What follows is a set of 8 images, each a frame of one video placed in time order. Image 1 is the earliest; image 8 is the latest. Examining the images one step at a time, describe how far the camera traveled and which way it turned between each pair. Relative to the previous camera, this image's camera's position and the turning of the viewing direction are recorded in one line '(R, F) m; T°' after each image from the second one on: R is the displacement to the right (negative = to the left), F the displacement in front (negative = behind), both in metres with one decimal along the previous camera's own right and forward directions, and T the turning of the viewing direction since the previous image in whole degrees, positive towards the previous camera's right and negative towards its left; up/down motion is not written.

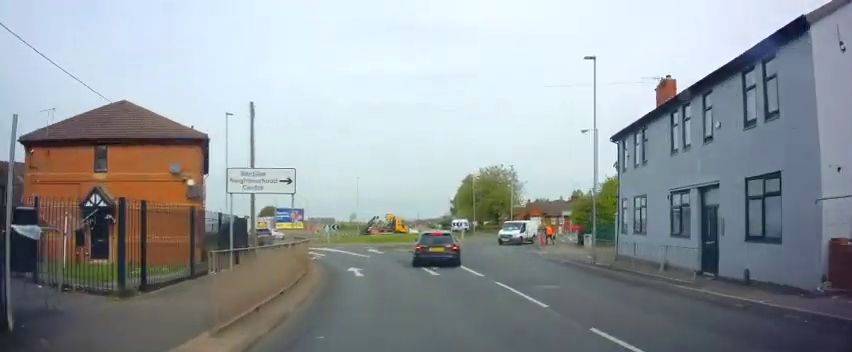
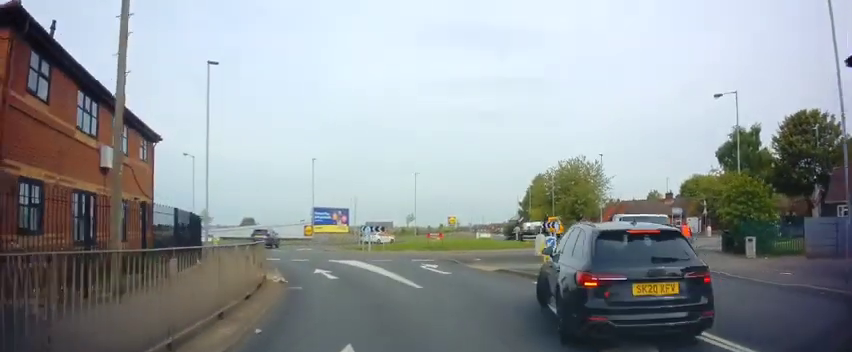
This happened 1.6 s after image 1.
(-0.7, +14.4) m; -7°
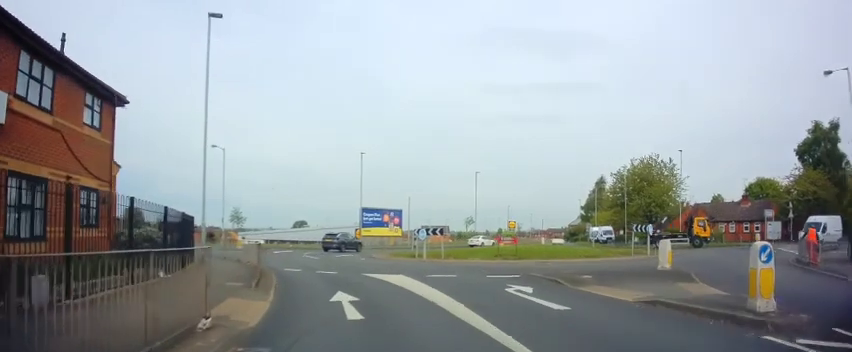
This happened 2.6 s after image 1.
(-0.3, +7.0) m; -6°
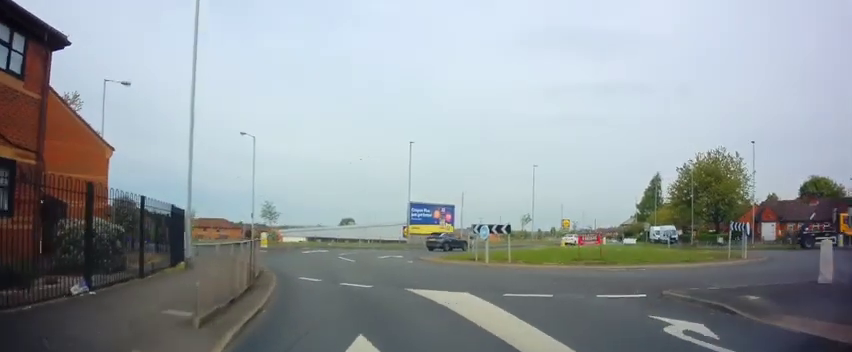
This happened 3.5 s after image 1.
(-0.3, +5.7) m; -5°
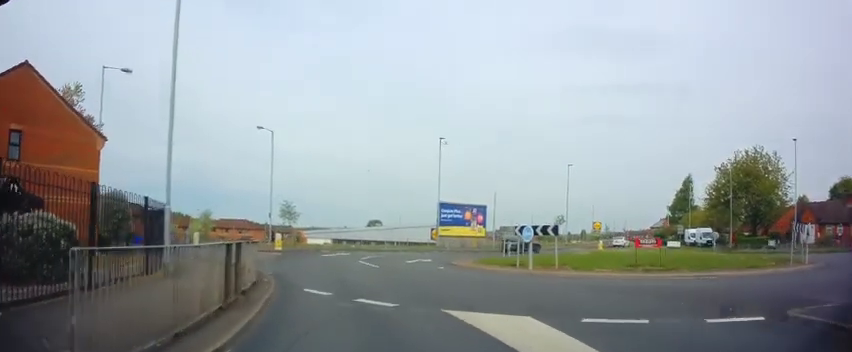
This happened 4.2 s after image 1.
(-0.1, +3.2) m; -6°
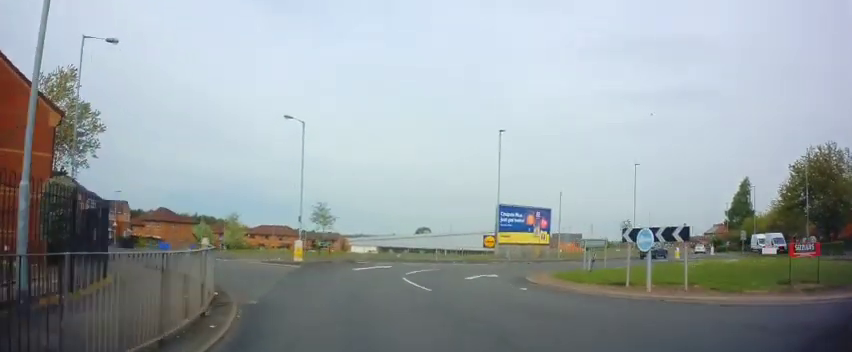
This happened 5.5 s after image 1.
(-0.8, +6.0) m; -13°
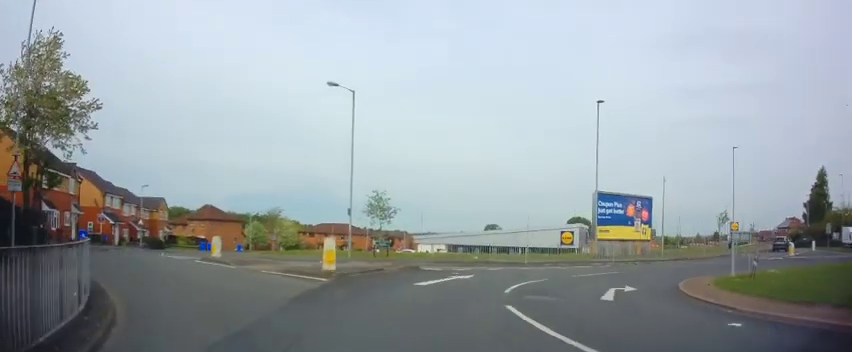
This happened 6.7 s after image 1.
(-0.1, +6.9) m; 0°
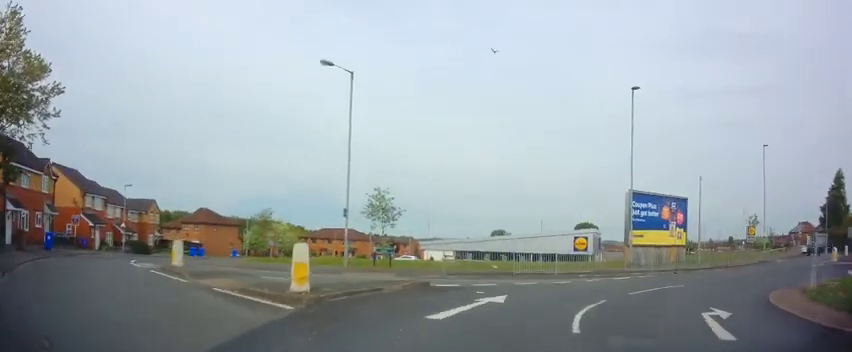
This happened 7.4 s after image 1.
(+0.1, +4.2) m; -1°
